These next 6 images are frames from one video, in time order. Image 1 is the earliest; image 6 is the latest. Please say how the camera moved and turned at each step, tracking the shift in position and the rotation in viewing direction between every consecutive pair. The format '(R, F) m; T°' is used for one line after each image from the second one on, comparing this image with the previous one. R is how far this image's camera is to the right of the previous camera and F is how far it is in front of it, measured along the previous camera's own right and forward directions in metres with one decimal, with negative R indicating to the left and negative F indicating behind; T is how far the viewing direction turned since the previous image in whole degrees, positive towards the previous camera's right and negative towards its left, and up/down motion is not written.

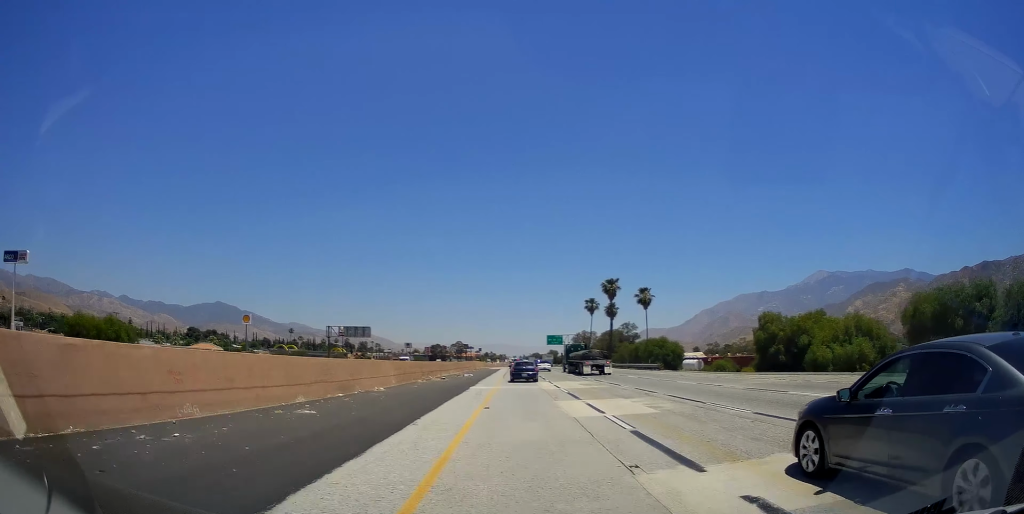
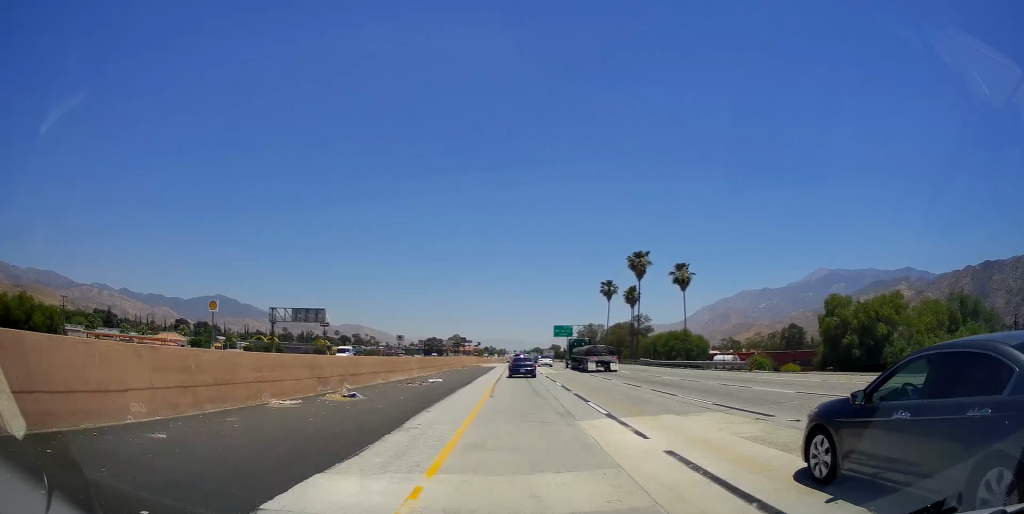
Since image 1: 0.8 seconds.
(-0.1, +26.4) m; 0°
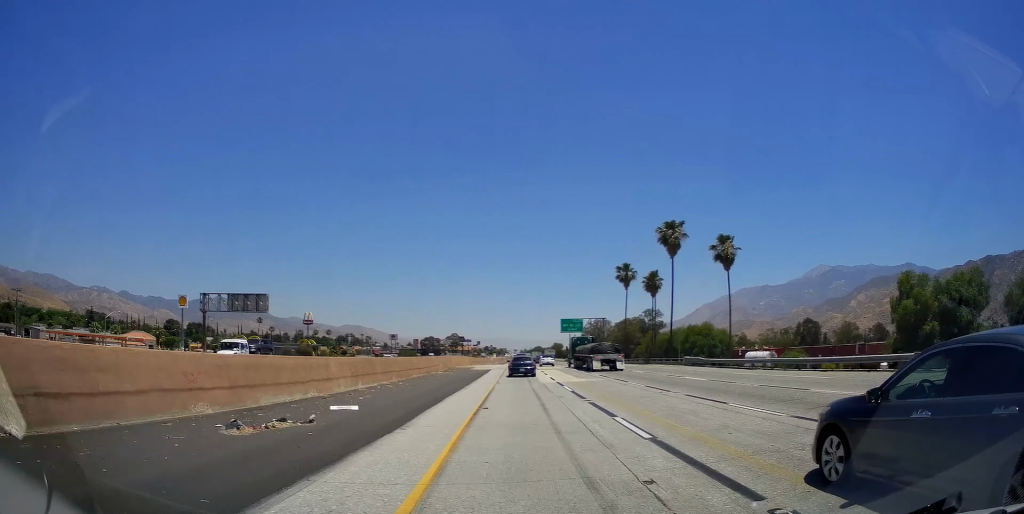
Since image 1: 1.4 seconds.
(-0.1, +19.7) m; 0°
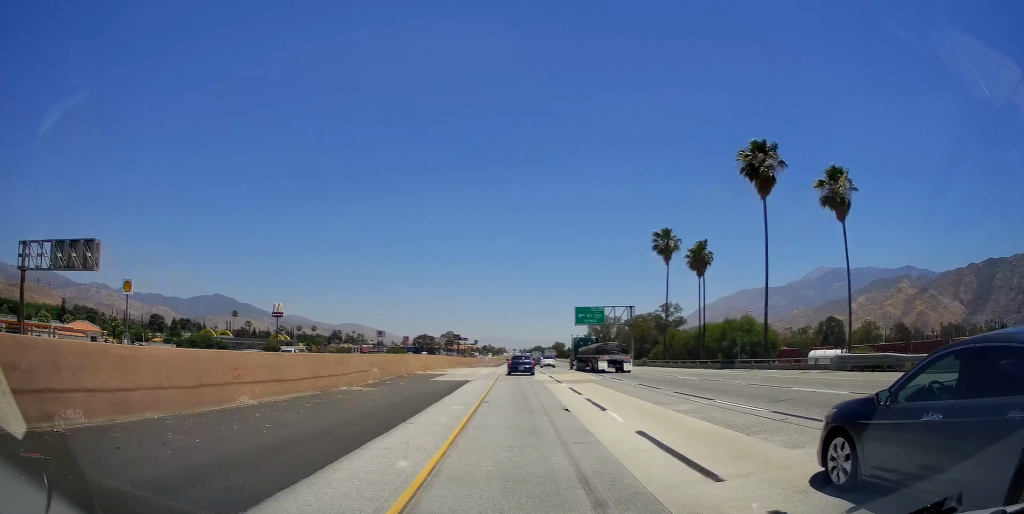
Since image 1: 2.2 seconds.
(+0.1, +27.8) m; 0°
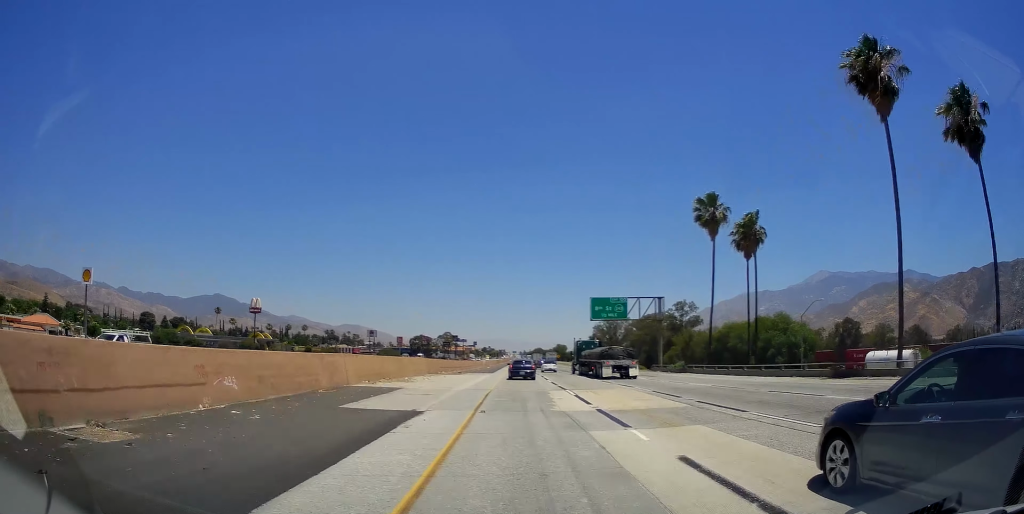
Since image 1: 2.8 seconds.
(0.0, +17.1) m; 0°
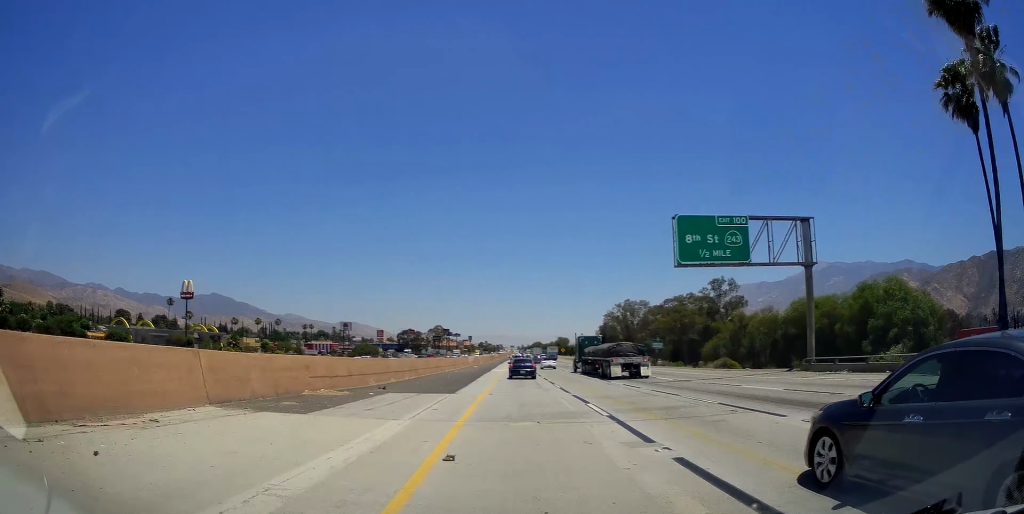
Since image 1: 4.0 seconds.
(+0.1, +36.0) m; 0°
